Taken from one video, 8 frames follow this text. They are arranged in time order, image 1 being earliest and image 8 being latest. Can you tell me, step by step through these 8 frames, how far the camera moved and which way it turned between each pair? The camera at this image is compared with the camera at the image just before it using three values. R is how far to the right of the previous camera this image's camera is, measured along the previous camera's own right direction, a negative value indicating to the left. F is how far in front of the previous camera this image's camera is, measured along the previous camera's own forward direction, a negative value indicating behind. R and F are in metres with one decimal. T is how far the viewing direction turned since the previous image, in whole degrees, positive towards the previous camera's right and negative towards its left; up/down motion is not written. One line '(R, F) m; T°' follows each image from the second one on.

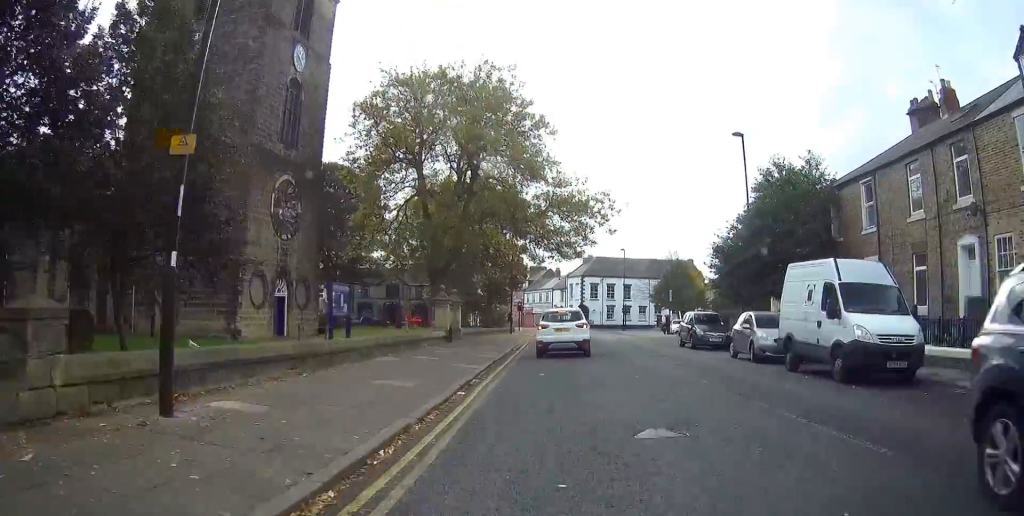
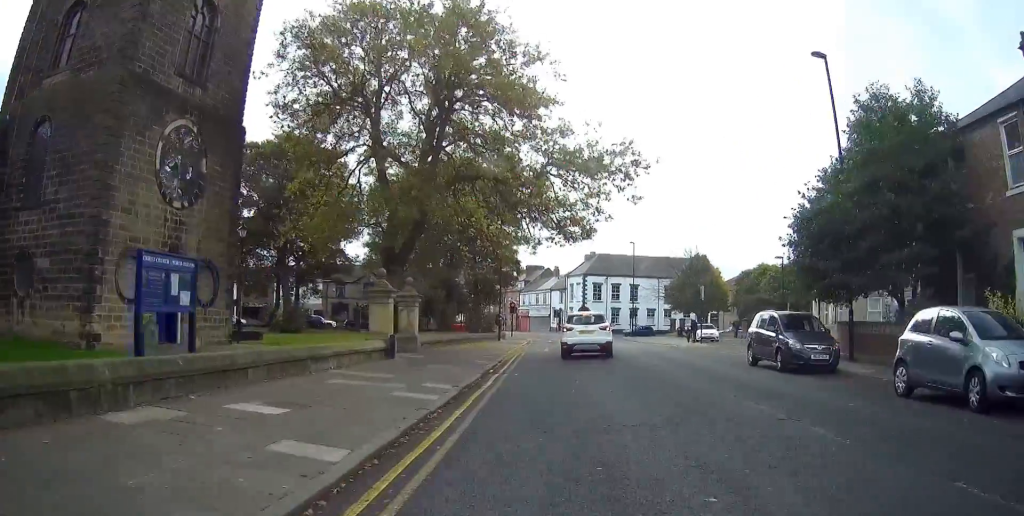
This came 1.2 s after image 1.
(0.0, +11.0) m; 0°
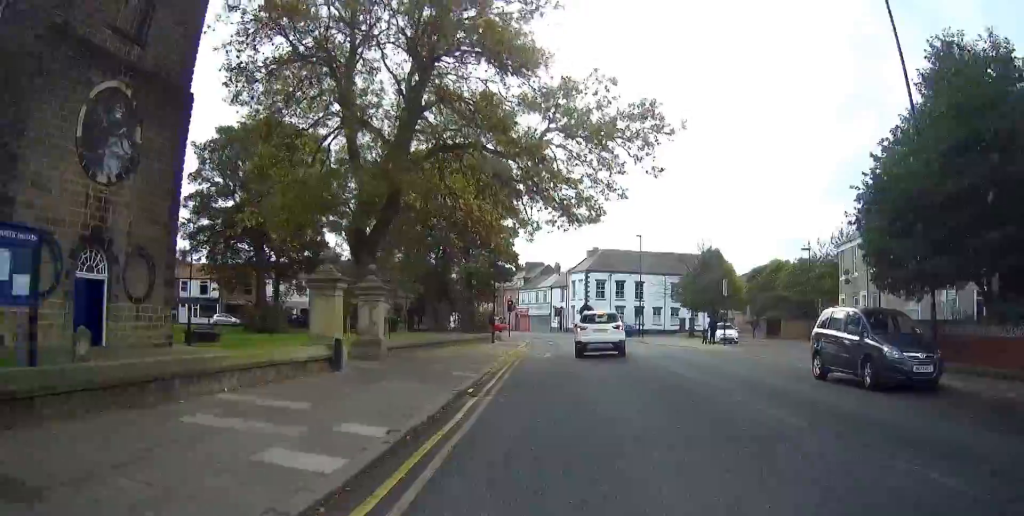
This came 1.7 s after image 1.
(0.0, +5.1) m; +1°
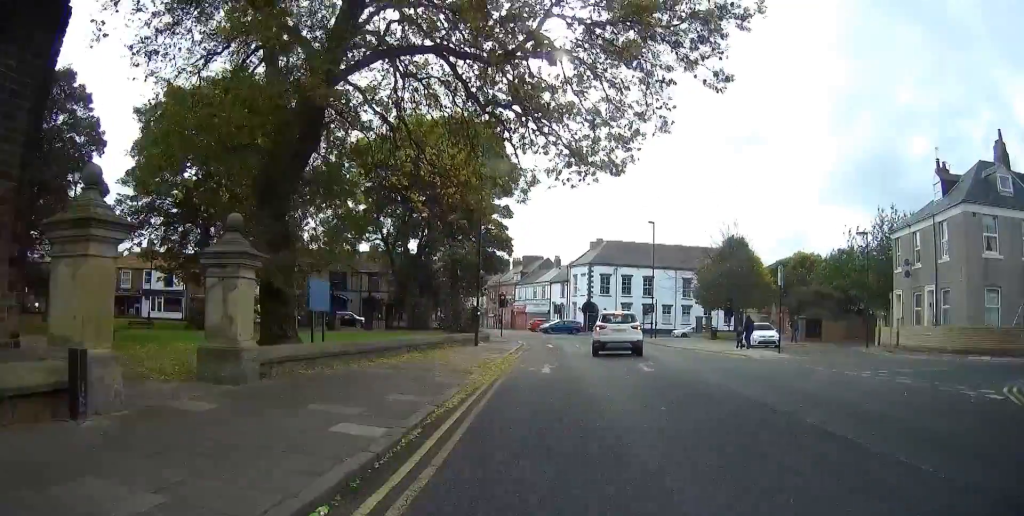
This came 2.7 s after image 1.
(+0.1, +8.7) m; +1°
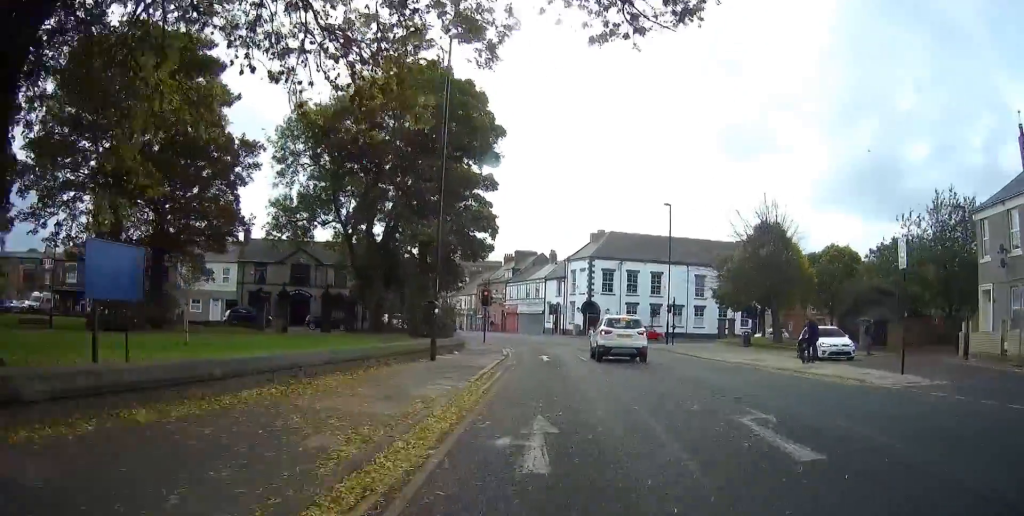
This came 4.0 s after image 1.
(+0.1, +10.3) m; +1°
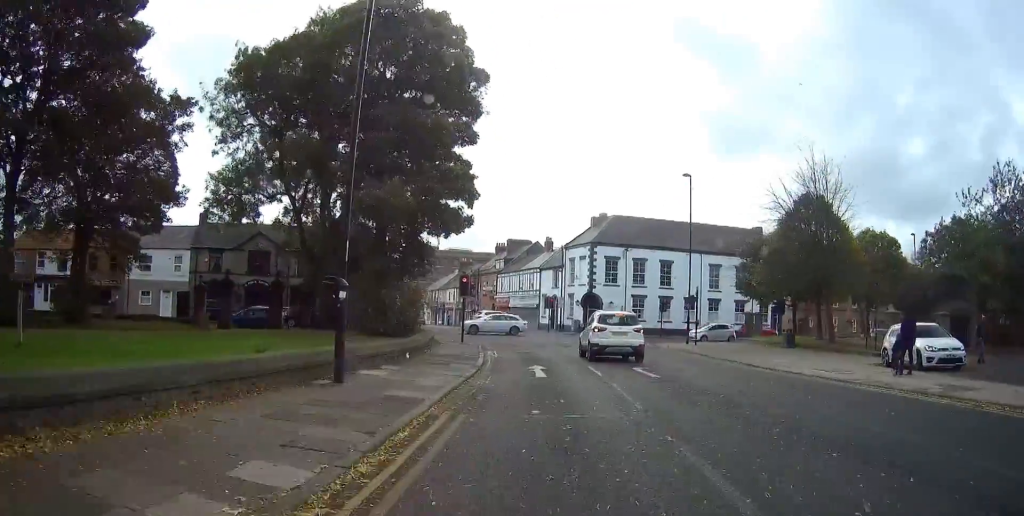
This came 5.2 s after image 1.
(0.0, +8.5) m; -1°
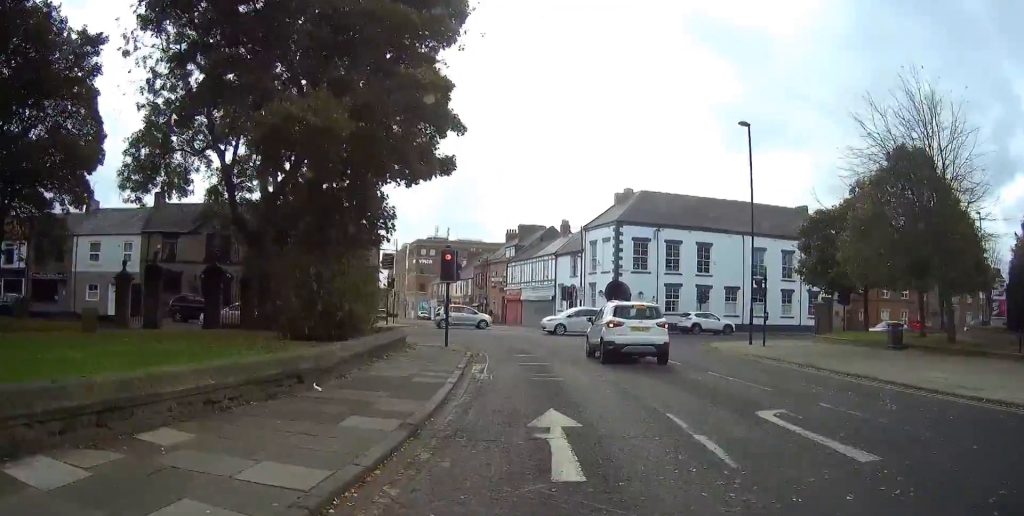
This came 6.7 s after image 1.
(-0.6, +9.3) m; -12°
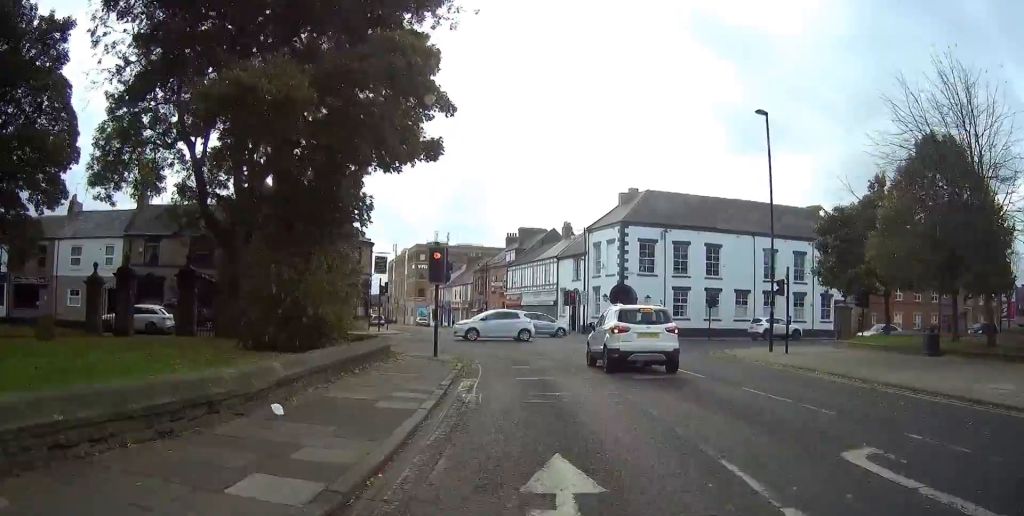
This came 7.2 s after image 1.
(-0.1, +2.5) m; -4°
